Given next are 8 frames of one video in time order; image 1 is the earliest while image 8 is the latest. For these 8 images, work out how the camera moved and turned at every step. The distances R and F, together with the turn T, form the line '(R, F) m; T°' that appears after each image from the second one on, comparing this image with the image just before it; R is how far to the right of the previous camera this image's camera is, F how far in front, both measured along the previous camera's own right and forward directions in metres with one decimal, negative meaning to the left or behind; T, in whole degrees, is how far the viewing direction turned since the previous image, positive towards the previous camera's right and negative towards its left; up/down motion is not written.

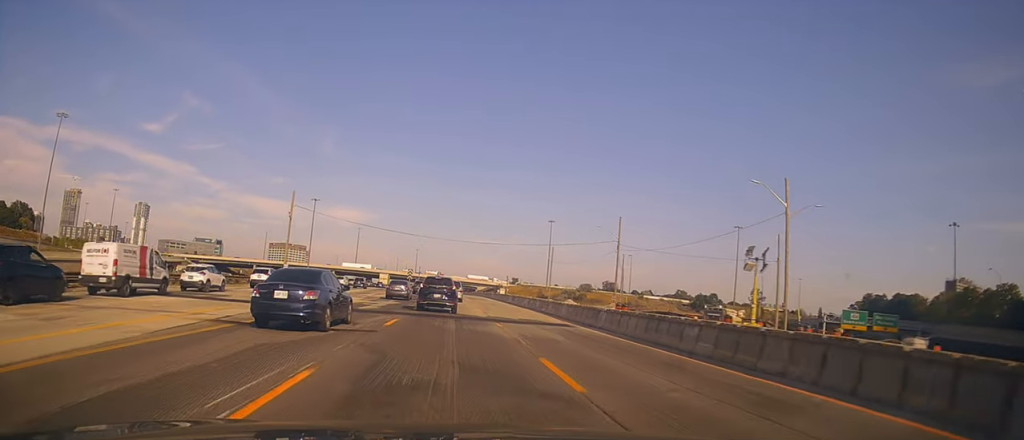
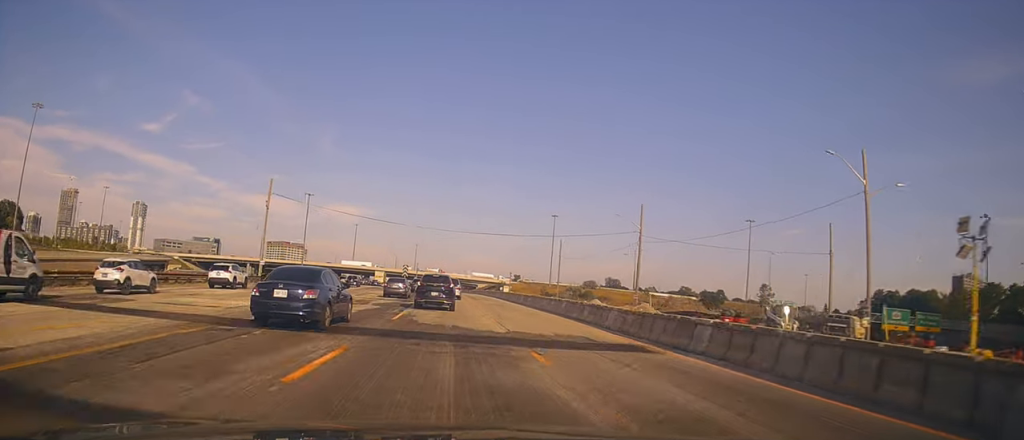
(-0.5, +9.6) m; -1°
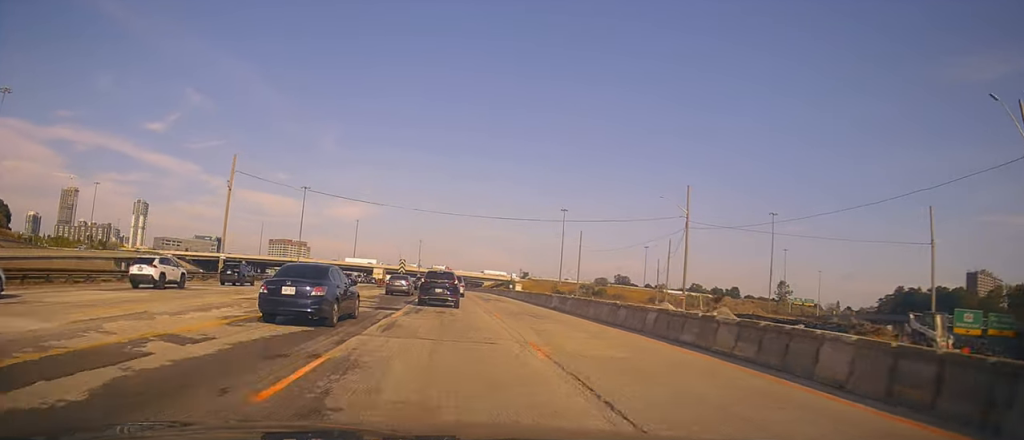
(+0.2, +13.2) m; +2°
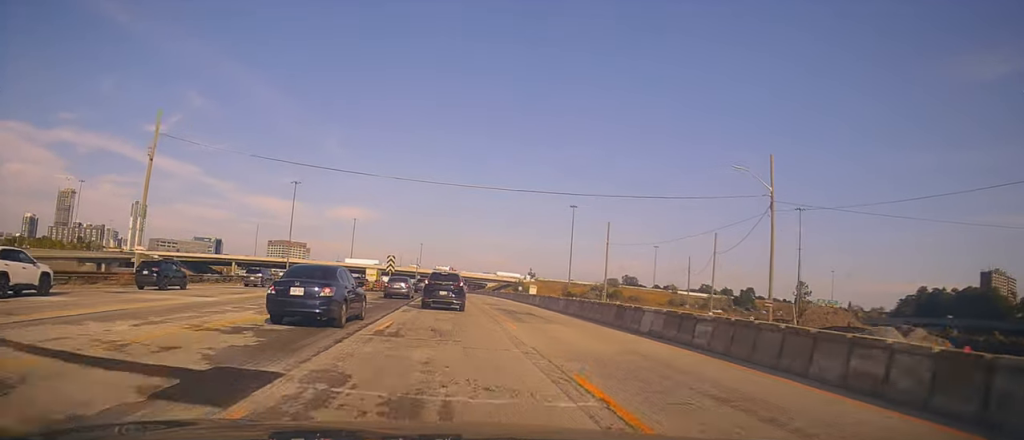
(+0.4, +16.2) m; 0°
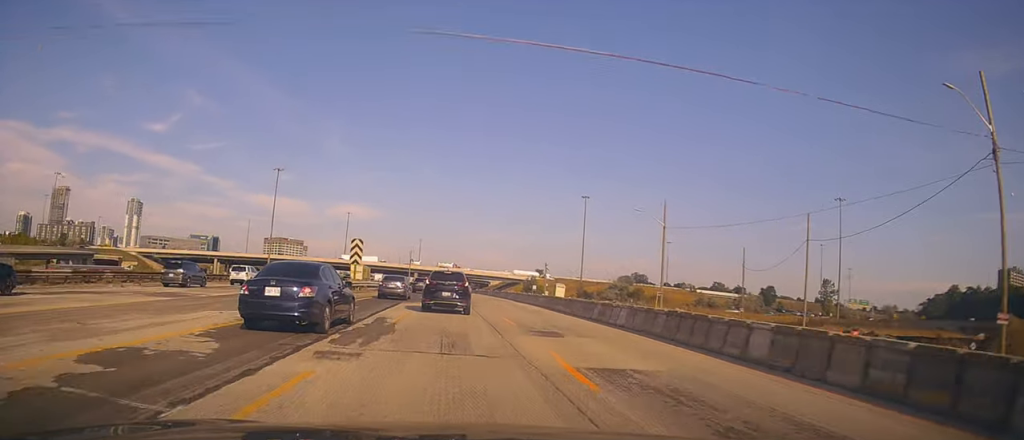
(-0.6, +22.1) m; -2°
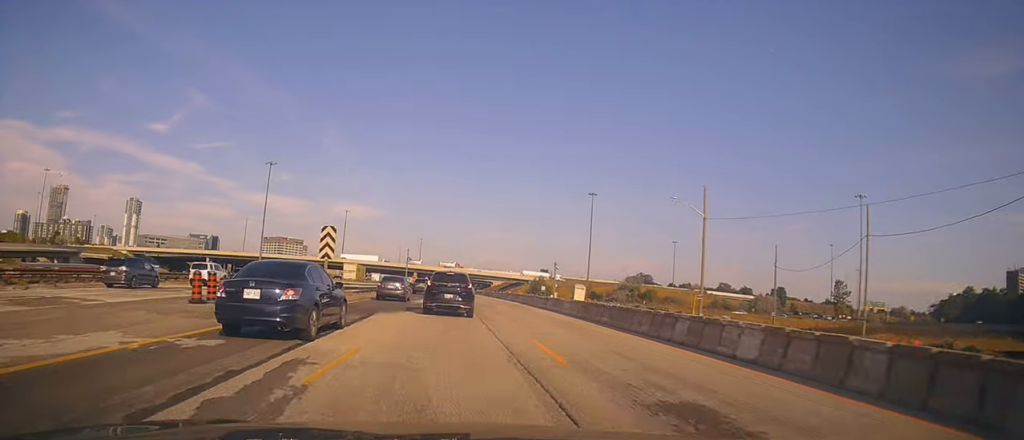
(0.0, +10.0) m; 0°
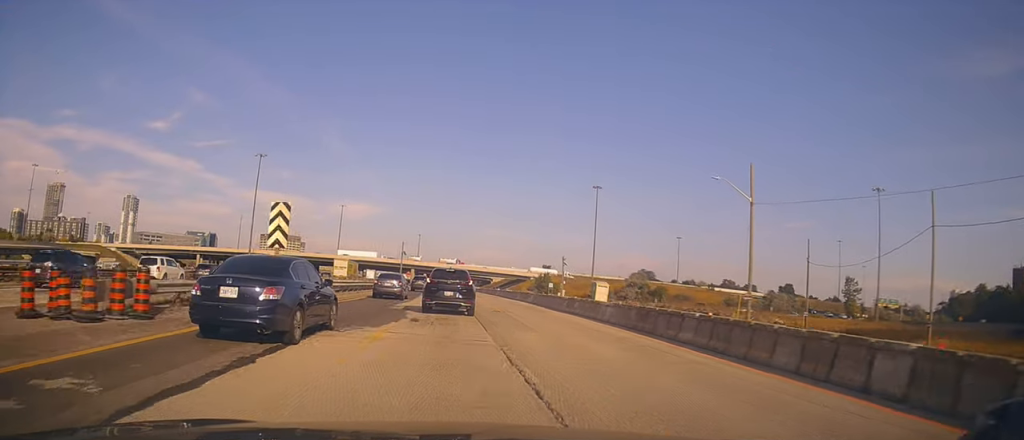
(+0.3, +9.4) m; 0°
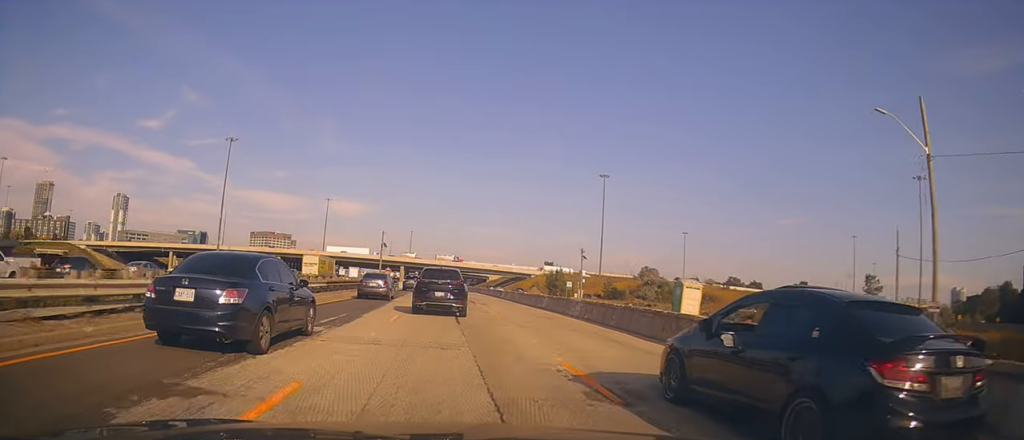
(-0.3, +20.8) m; +2°
